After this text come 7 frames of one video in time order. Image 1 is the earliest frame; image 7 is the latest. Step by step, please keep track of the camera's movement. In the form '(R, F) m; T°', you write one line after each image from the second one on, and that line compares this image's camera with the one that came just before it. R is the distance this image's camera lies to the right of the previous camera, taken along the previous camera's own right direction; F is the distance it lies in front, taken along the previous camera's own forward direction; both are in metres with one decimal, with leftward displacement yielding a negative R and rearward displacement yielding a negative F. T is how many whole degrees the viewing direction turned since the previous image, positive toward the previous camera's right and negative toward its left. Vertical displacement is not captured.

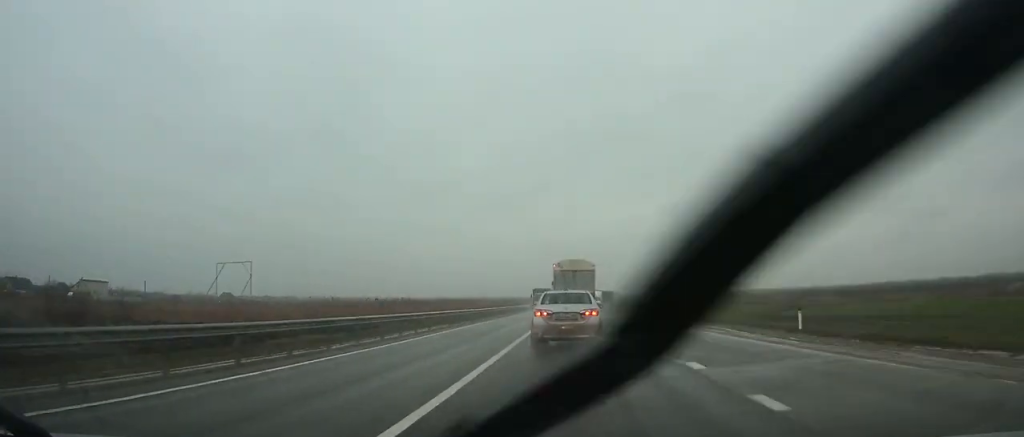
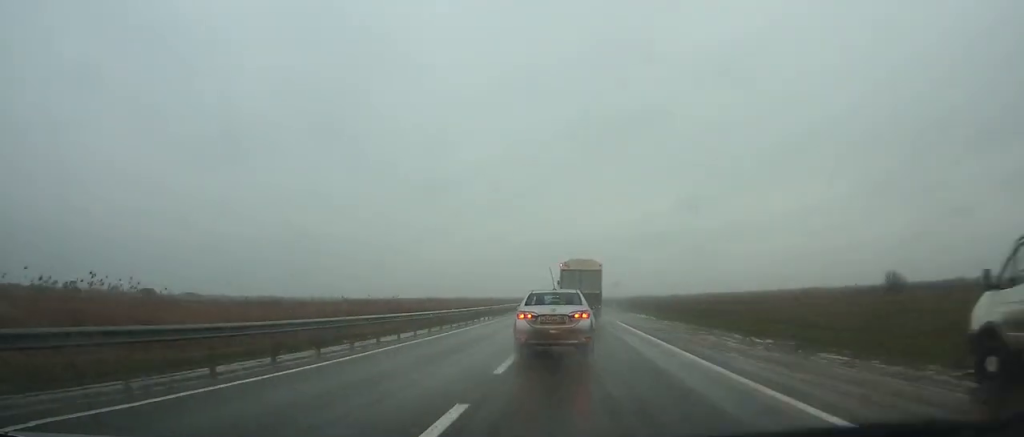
(0.0, +103.8) m; 0°
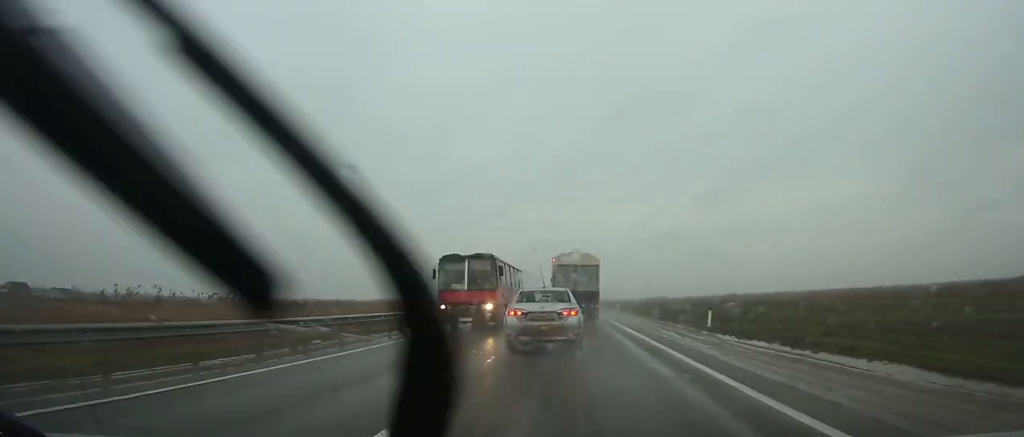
(+1.2, +109.2) m; +1°
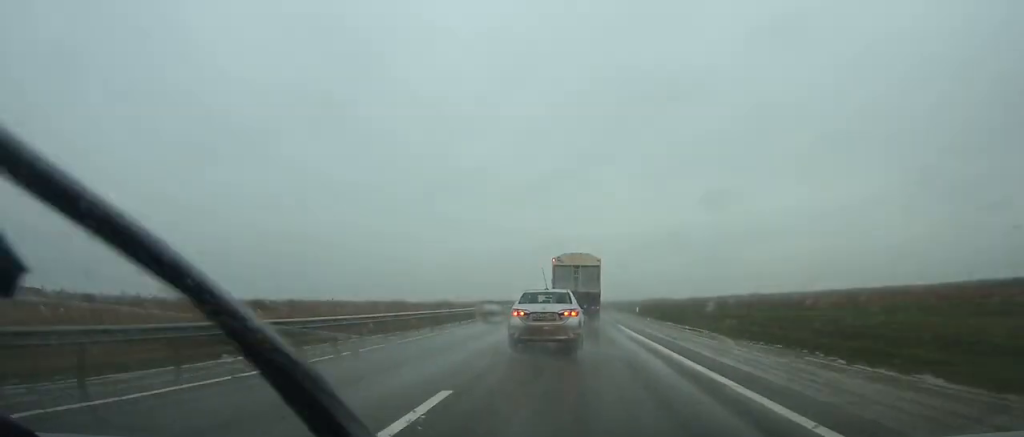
(0.0, +22.1) m; 0°
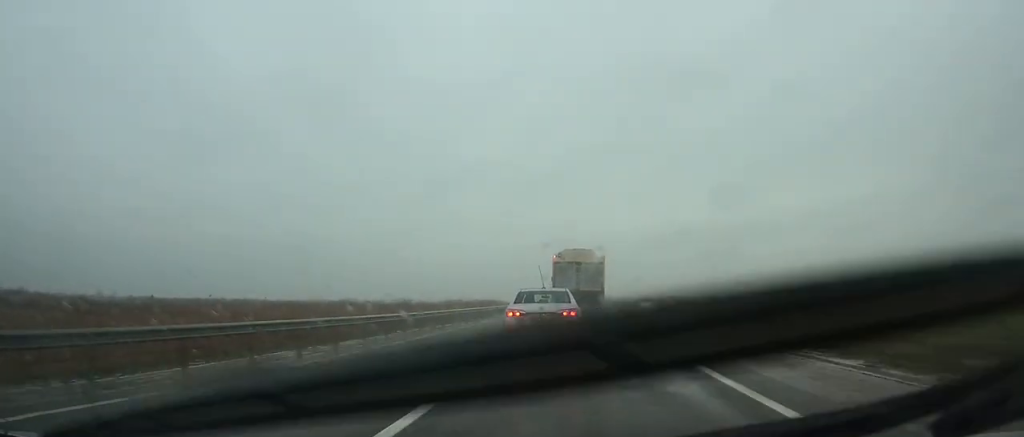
(-0.3, +59.0) m; 0°
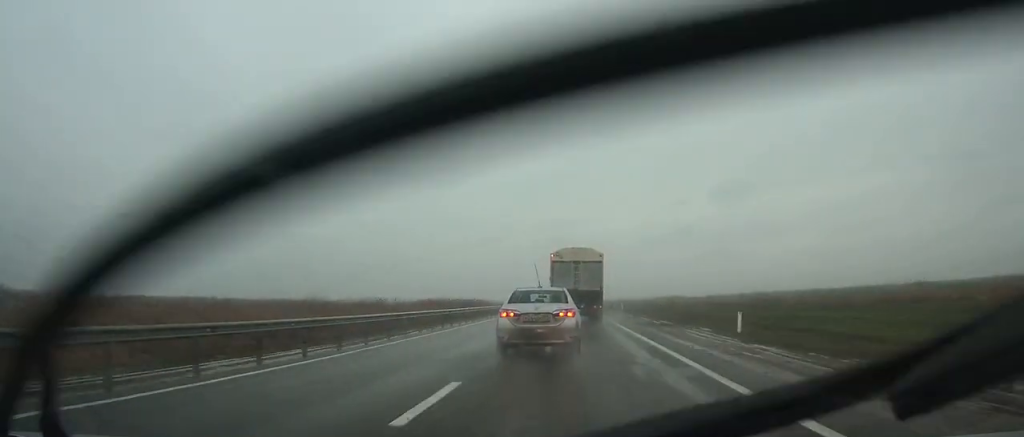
(-0.1, +23.4) m; 0°
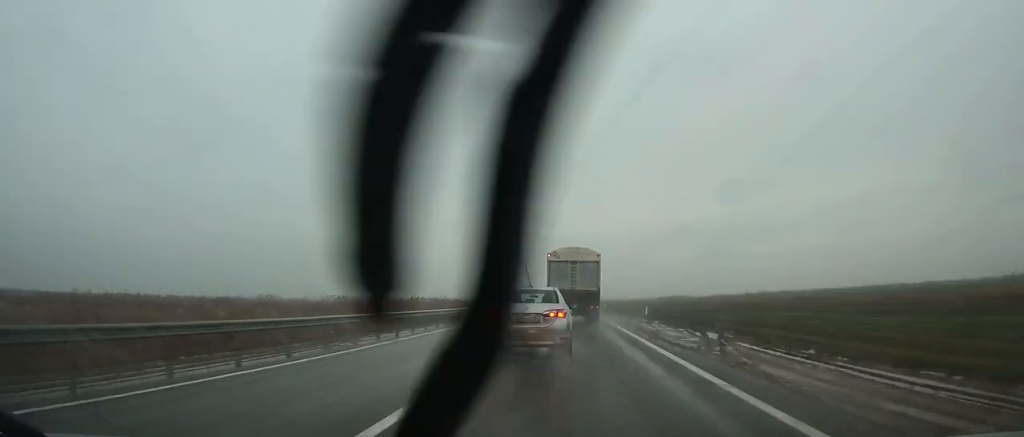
(+0.1, +24.9) m; 0°
